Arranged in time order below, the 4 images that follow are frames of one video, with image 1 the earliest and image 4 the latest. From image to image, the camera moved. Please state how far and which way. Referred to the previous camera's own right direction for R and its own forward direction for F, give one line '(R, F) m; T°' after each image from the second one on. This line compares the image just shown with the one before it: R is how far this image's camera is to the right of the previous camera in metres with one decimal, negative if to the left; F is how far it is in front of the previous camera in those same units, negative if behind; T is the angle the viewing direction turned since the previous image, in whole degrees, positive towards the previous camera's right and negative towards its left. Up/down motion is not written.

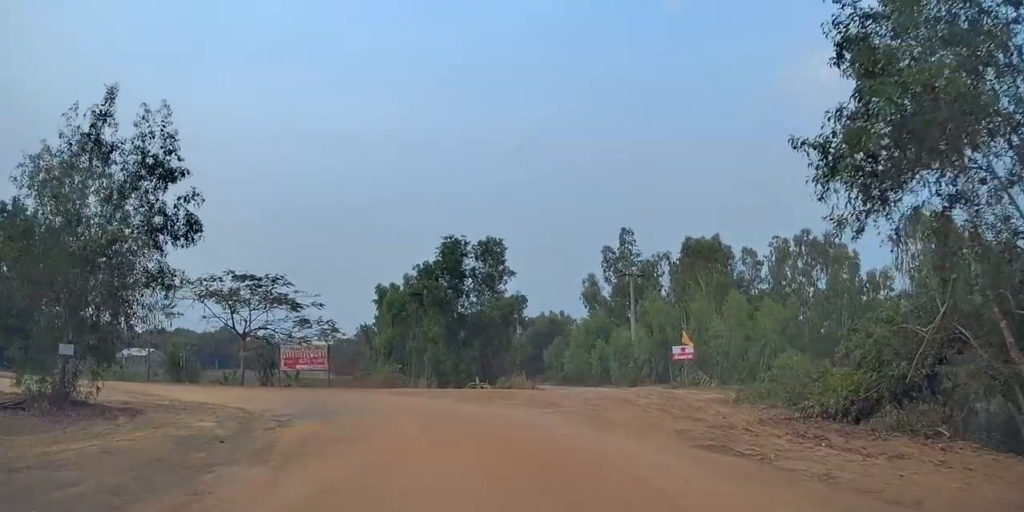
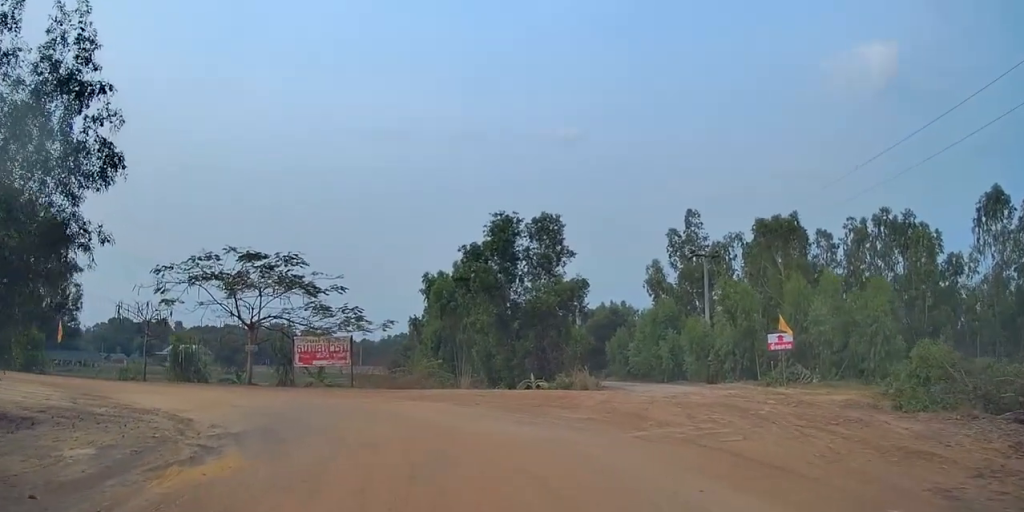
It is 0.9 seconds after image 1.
(+1.3, +6.0) m; 0°
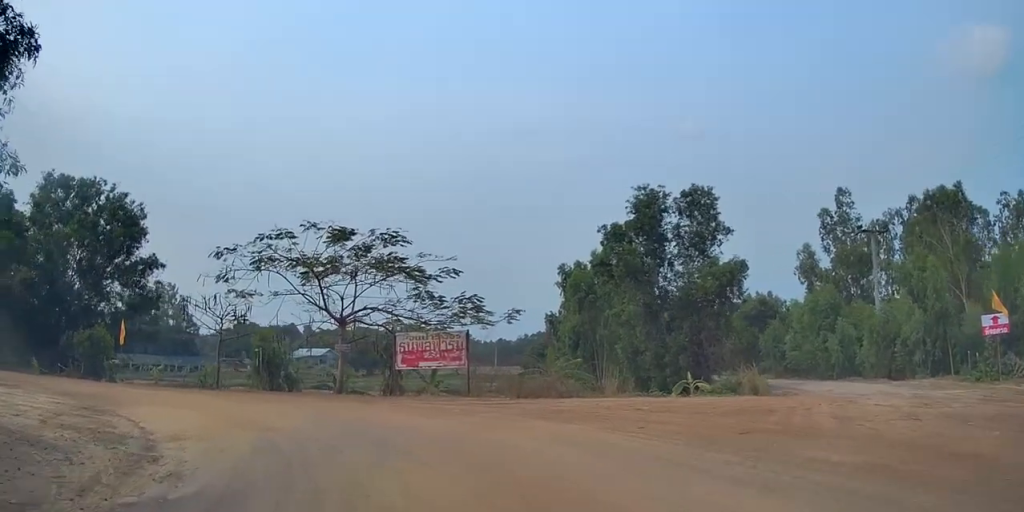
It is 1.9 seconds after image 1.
(-1.9, +7.7) m; -16°
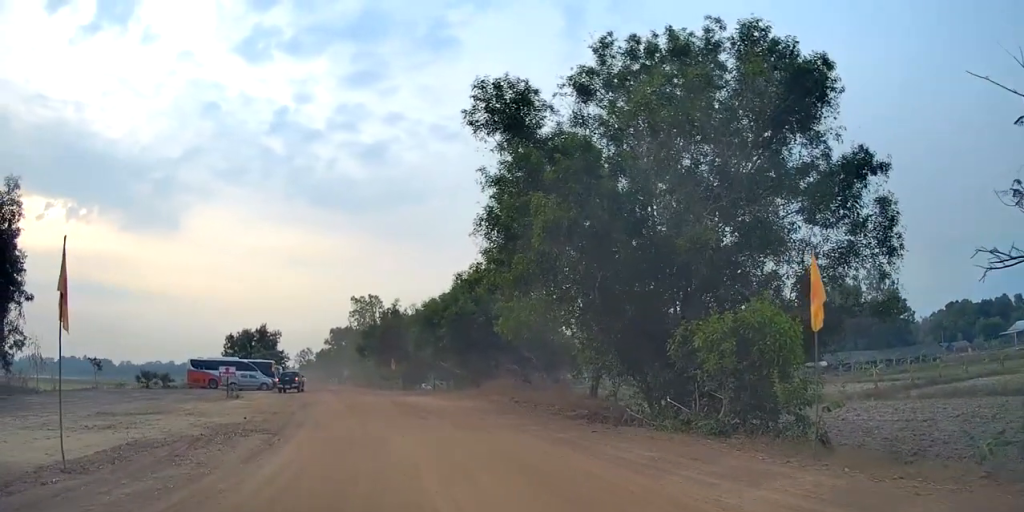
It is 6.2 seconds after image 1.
(-7.5, +21.9) m; -50°
